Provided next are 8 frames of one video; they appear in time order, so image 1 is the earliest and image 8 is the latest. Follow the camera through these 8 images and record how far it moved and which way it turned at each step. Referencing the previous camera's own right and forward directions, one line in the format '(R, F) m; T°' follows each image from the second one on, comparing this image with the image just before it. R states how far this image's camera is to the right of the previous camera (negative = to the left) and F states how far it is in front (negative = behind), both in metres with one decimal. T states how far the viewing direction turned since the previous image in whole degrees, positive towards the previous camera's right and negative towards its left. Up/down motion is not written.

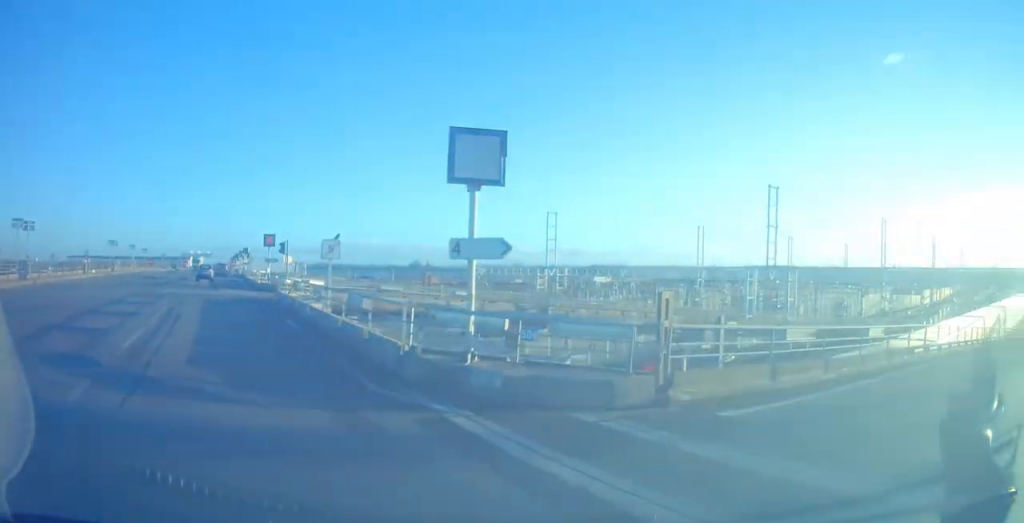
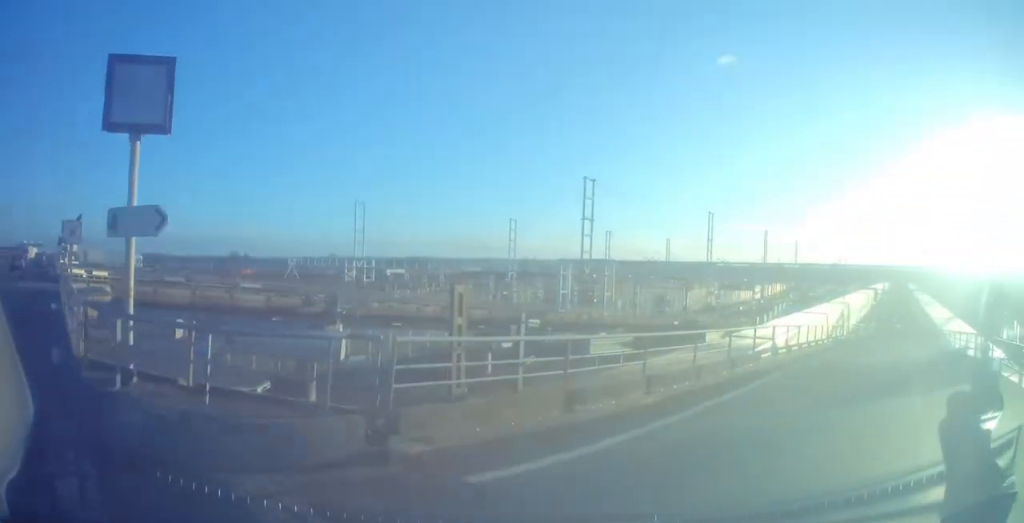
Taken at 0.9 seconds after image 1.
(+0.6, +2.9) m; +19°
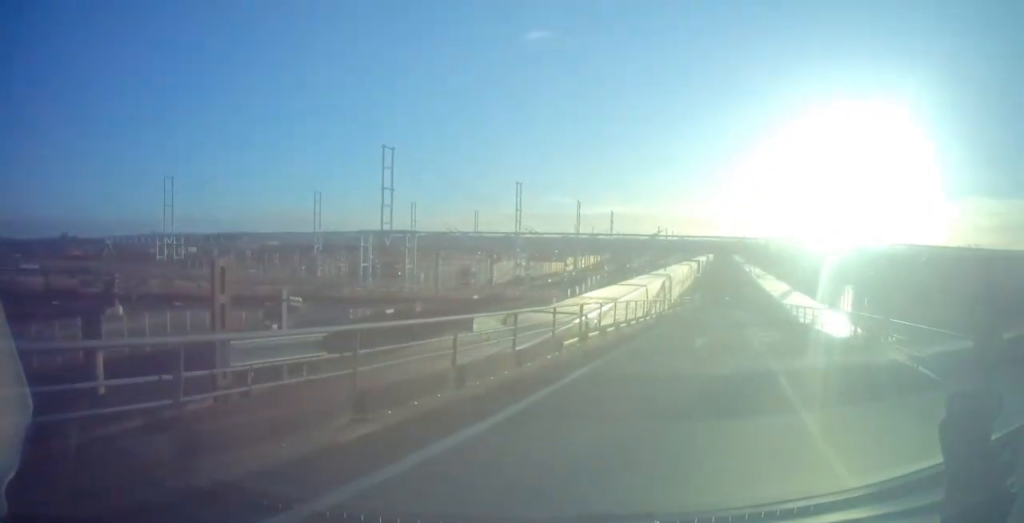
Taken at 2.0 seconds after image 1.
(+0.5, +3.6) m; +17°
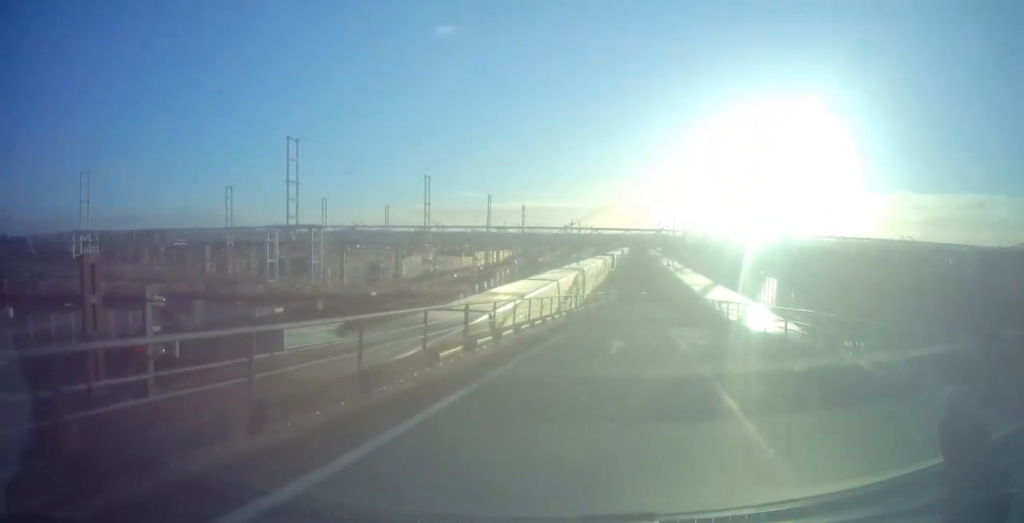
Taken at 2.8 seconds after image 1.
(+0.4, +2.6) m; +8°
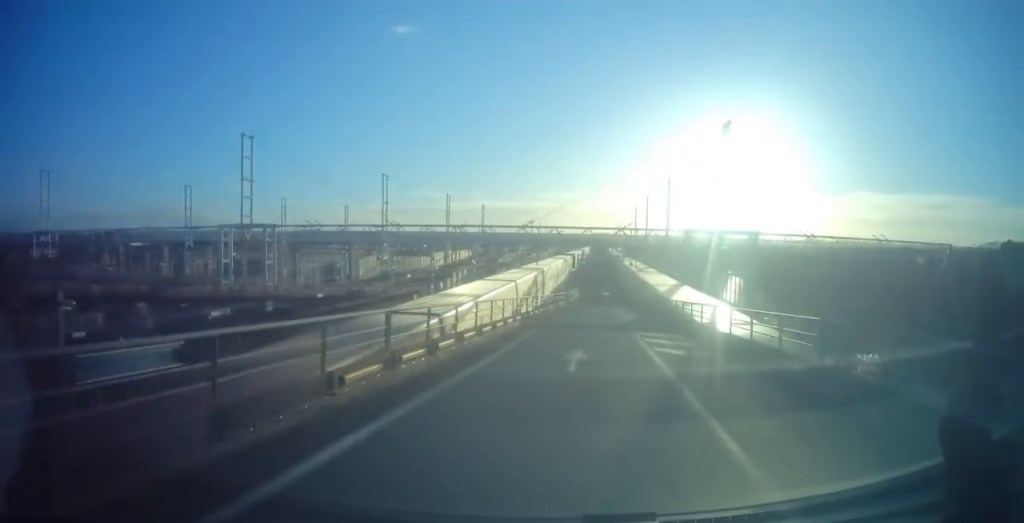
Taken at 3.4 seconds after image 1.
(0.0, +2.1) m; +3°
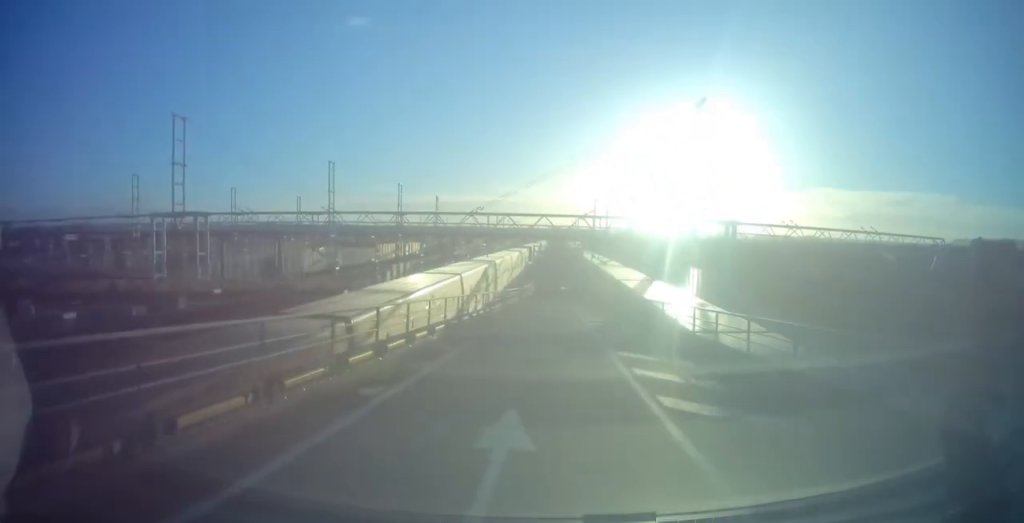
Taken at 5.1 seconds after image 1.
(+0.5, +6.7) m; +5°
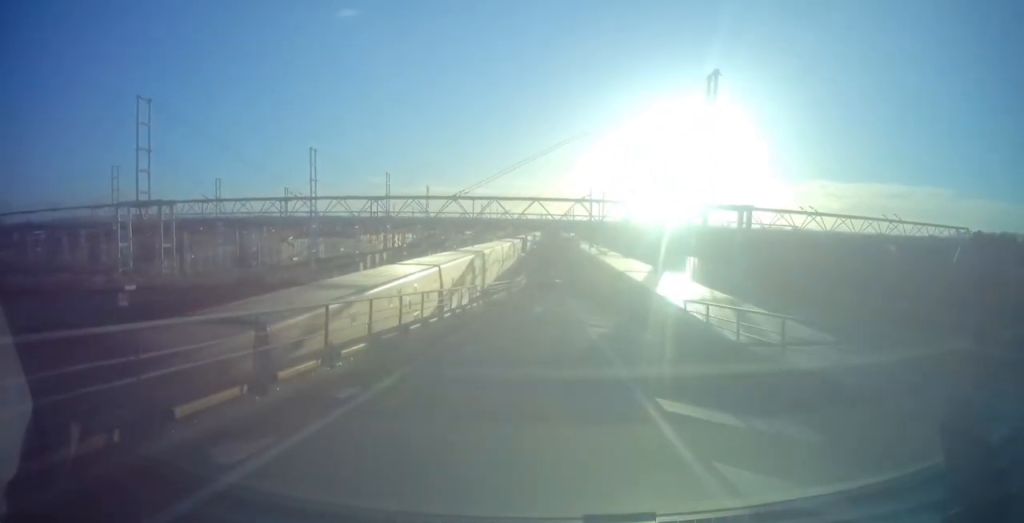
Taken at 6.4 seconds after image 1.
(-0.2, +6.2) m; -2°
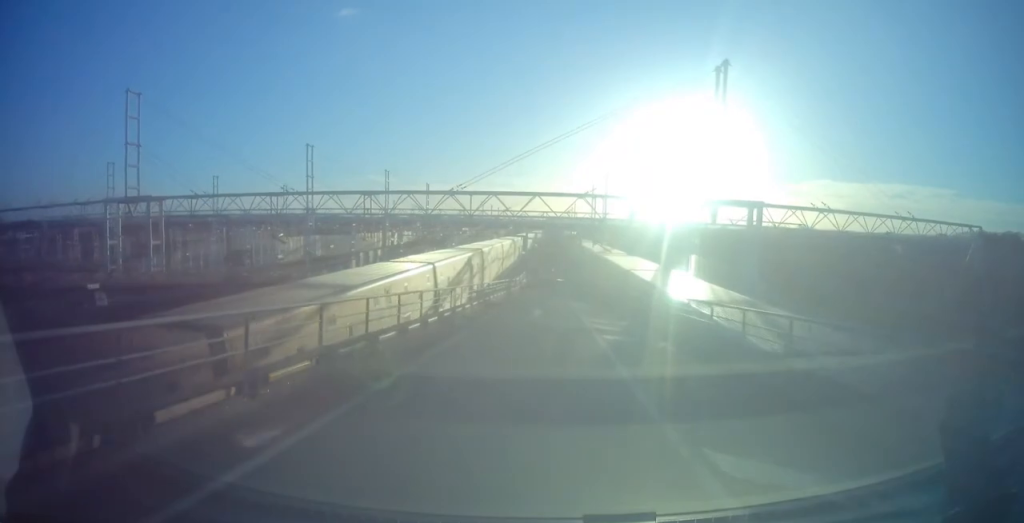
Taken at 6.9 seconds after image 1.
(0.0, +2.4) m; 0°
